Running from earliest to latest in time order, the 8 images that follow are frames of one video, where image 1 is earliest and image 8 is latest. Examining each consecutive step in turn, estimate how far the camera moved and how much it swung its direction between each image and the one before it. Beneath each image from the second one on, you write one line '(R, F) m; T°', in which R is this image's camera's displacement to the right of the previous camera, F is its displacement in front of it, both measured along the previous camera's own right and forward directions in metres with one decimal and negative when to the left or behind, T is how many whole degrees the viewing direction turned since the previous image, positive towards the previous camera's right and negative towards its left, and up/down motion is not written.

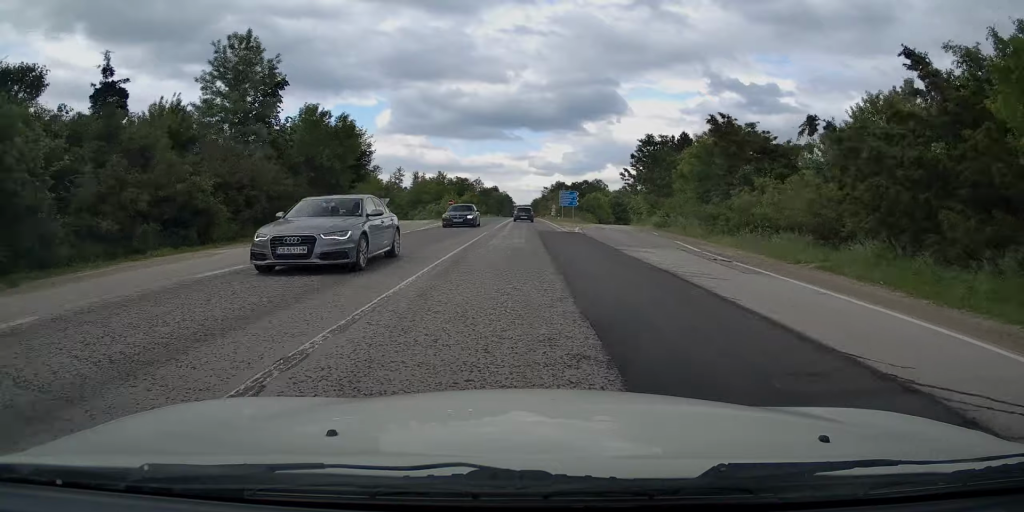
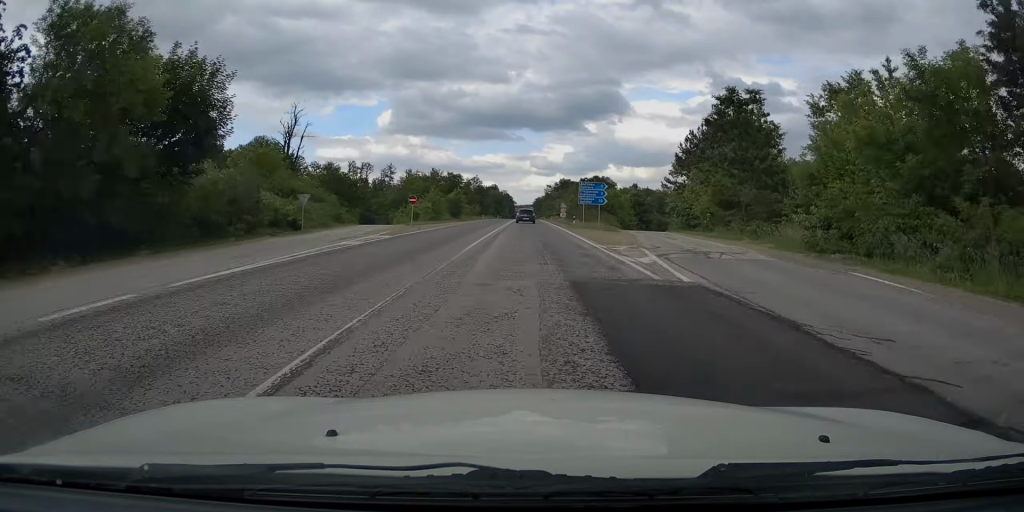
(-0.5, +22.3) m; -1°
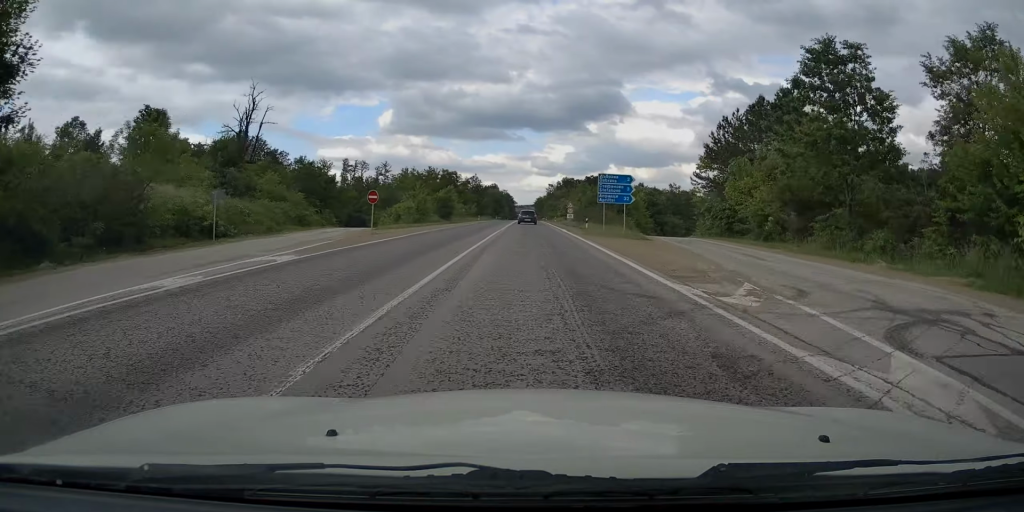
(0.0, +11.1) m; +1°
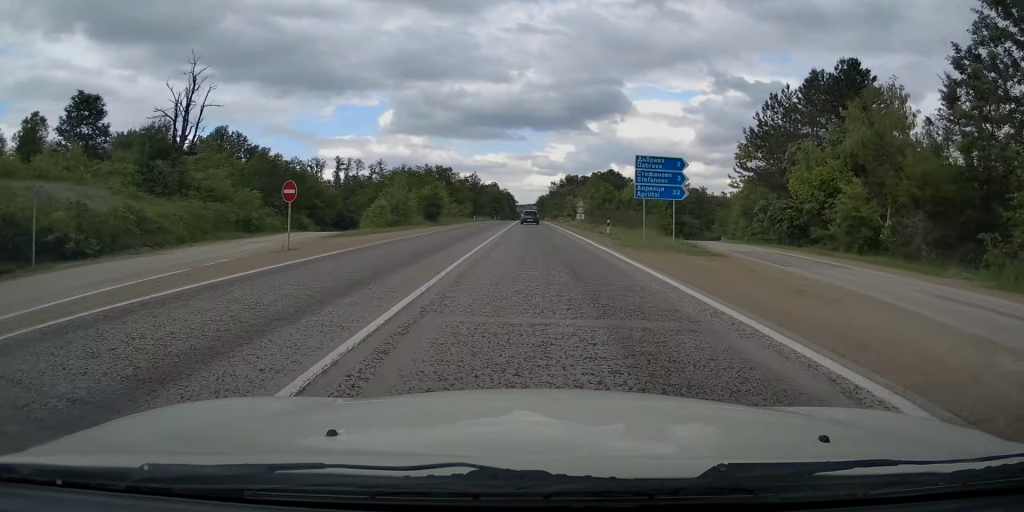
(-0.1, +11.1) m; +1°
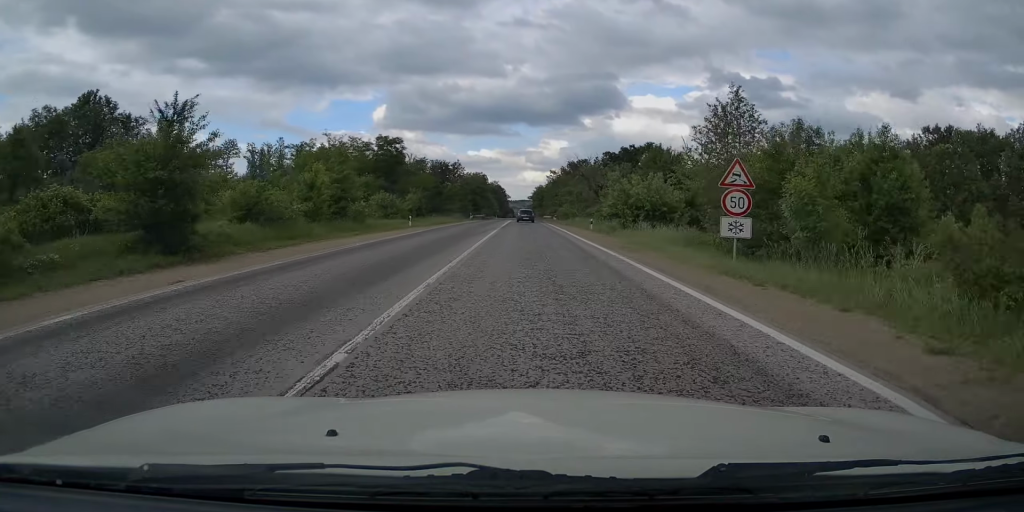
(0.0, +44.4) m; 0°
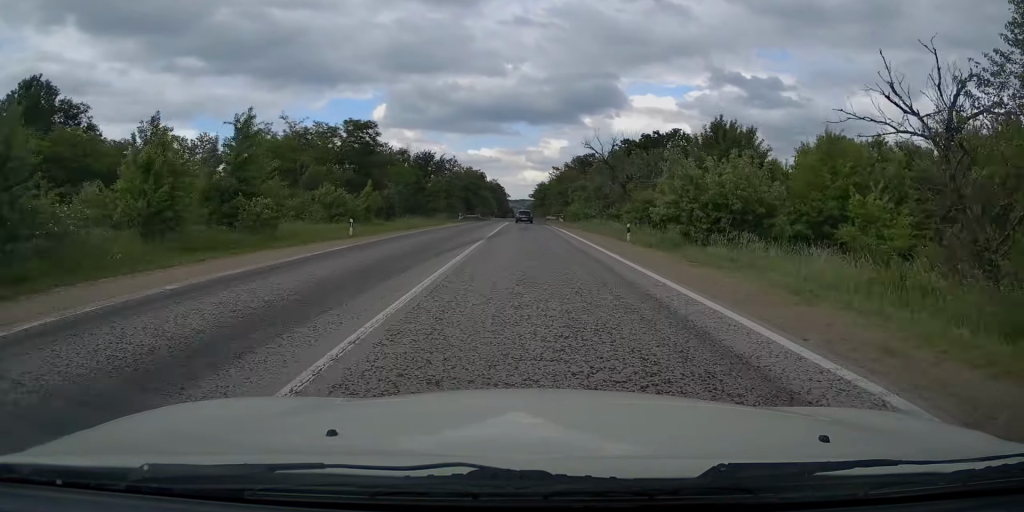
(+0.3, +14.2) m; +1°
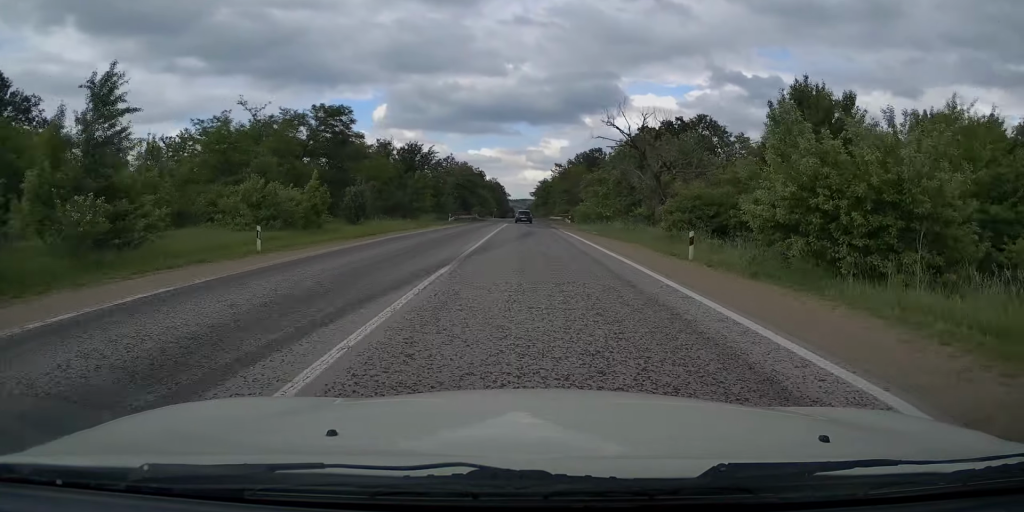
(+0.1, +9.8) m; 0°
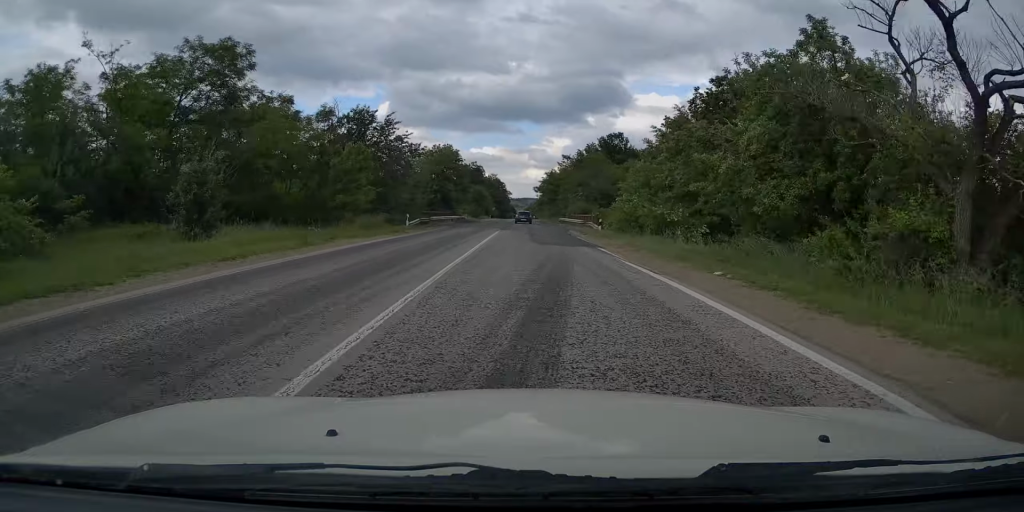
(0.0, +21.9) m; -1°
